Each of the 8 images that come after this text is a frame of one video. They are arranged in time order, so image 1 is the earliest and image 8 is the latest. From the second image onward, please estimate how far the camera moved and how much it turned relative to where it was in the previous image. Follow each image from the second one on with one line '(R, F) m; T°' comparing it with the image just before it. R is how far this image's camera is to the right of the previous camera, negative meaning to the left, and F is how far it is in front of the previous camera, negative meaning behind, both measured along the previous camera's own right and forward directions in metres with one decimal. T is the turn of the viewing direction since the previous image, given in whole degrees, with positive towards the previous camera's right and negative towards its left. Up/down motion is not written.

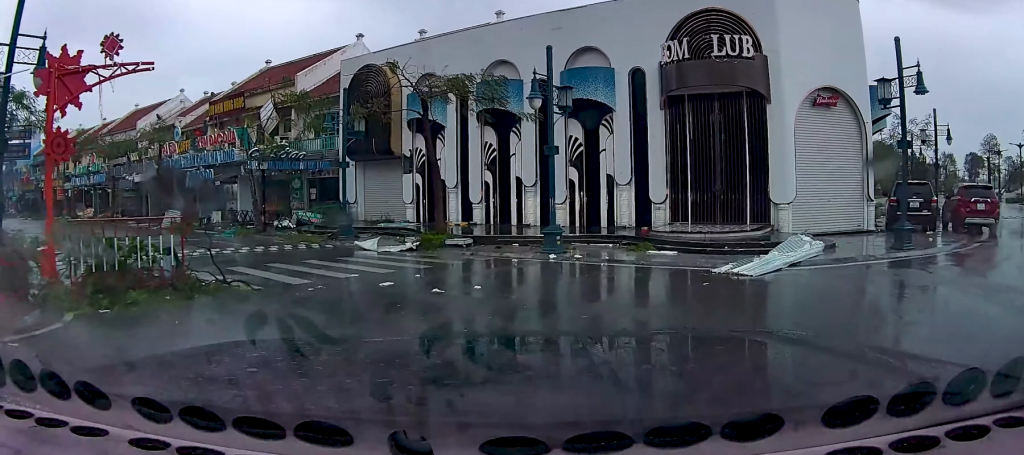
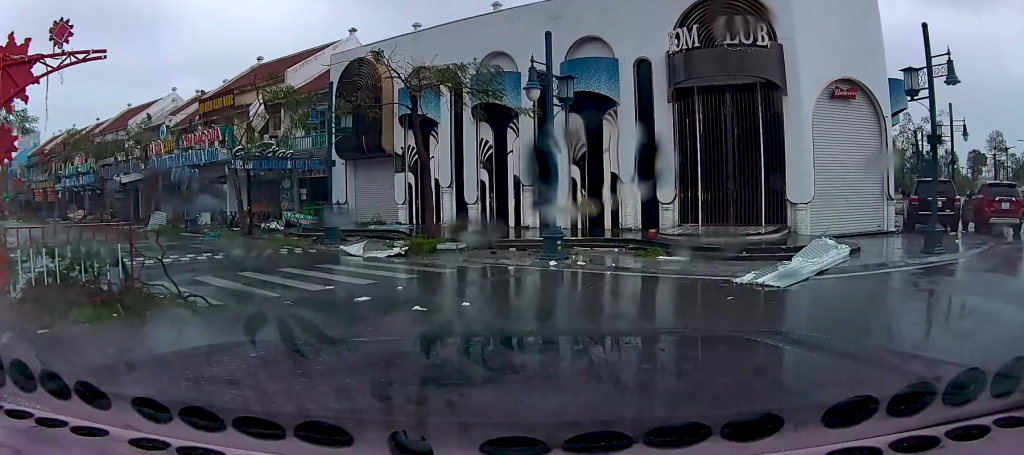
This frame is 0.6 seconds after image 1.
(+0.1, +1.2) m; +4°
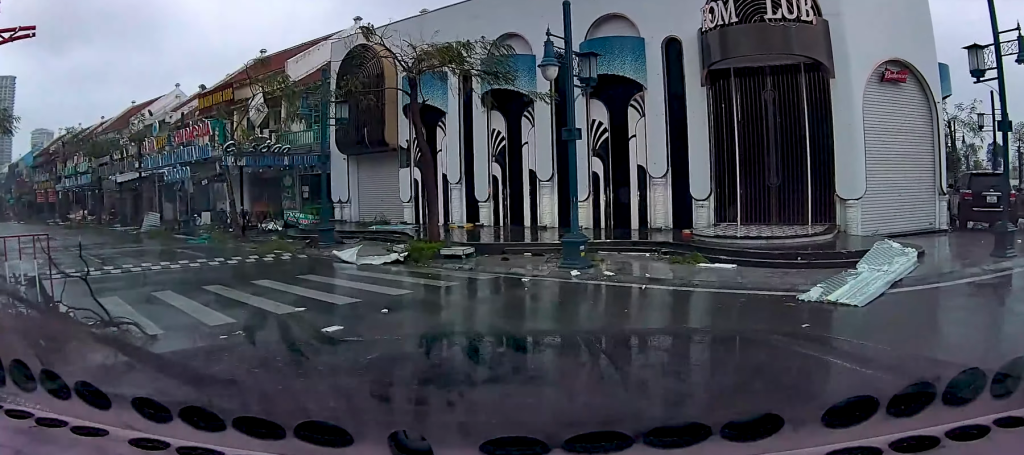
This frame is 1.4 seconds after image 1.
(+0.1, +1.8) m; -9°
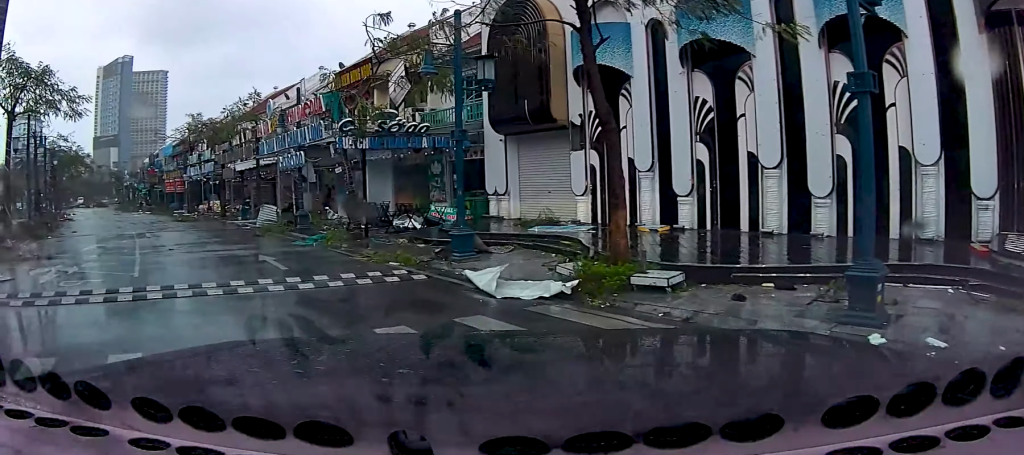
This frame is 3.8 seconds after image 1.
(-1.7, +3.7) m; -36°
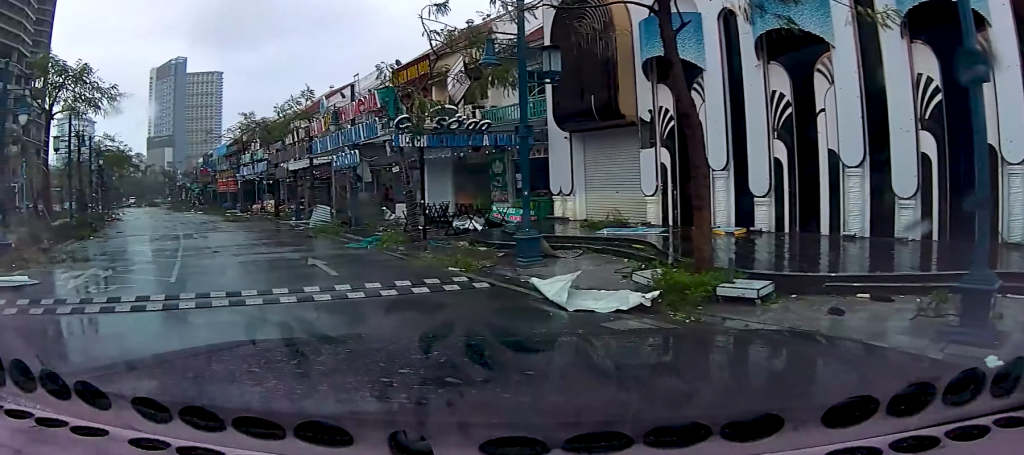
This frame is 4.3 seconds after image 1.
(0.0, +0.9) m; 0°
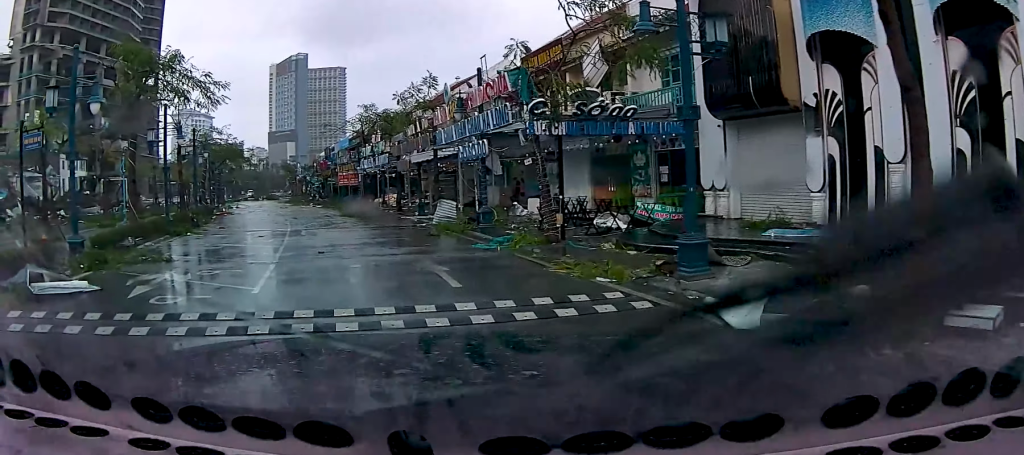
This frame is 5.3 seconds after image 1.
(0.0, +1.9) m; 0°
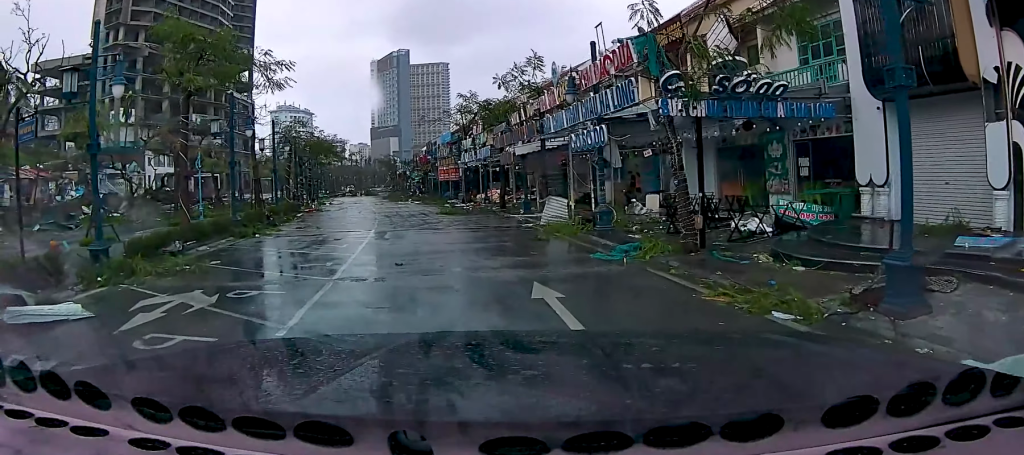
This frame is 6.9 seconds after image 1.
(0.0, +2.9) m; 0°
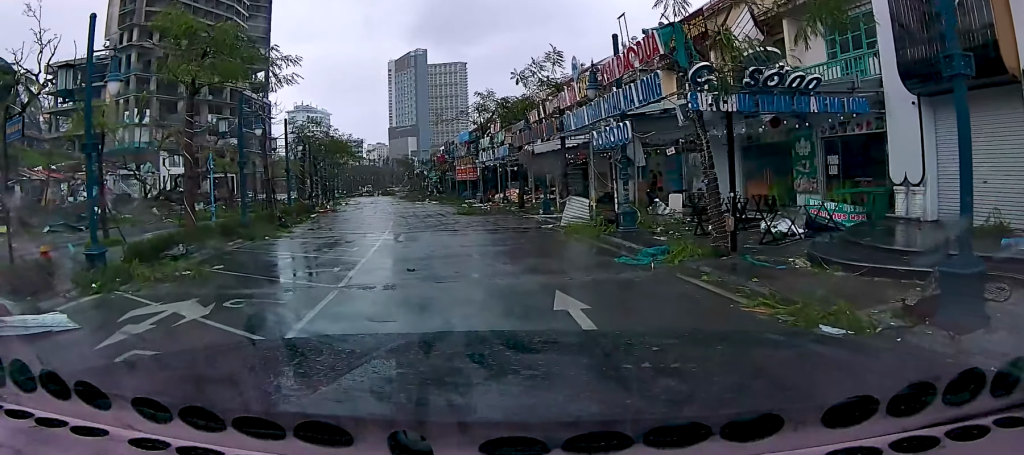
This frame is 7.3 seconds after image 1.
(0.0, +0.8) m; 0°
